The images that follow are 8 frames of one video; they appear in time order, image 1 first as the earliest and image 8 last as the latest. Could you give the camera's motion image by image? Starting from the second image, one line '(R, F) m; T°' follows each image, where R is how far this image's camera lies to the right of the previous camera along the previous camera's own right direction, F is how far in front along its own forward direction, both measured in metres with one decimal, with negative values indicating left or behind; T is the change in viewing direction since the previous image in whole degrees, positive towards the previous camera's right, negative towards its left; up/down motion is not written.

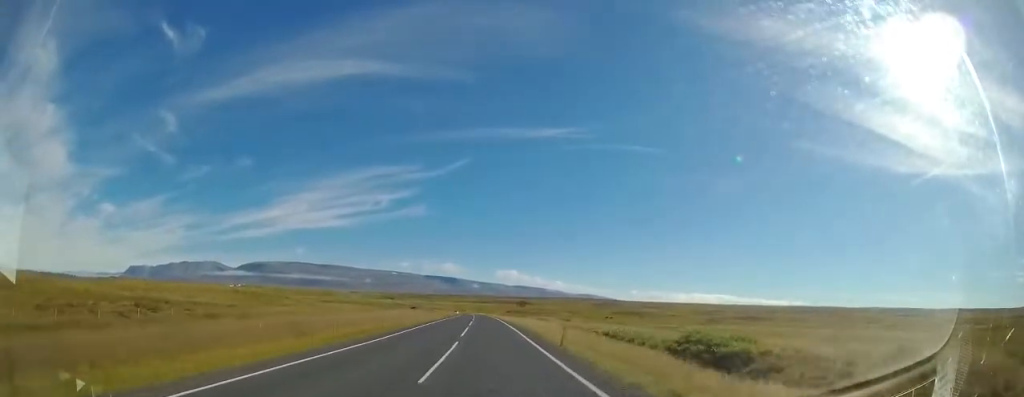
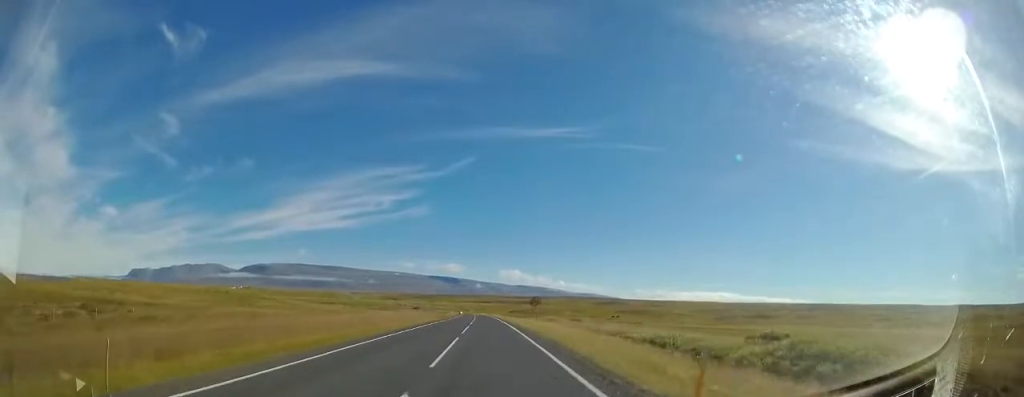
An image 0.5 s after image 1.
(0.0, +9.9) m; 0°
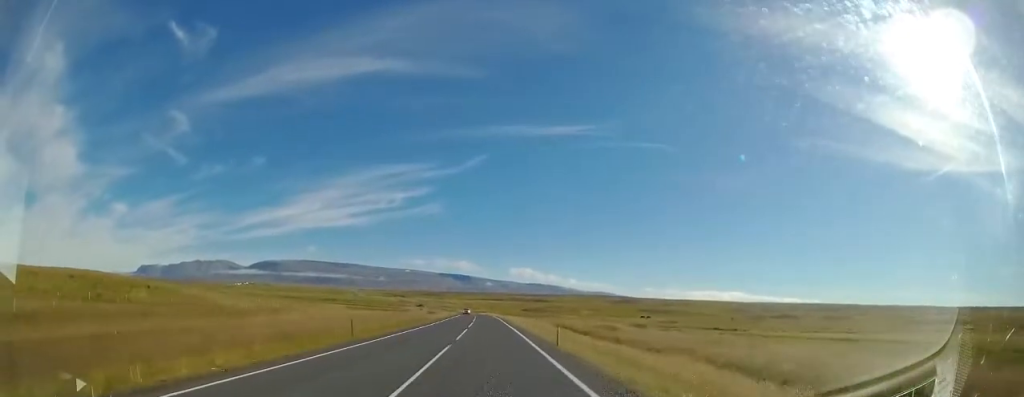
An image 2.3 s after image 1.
(+0.3, +38.7) m; +1°
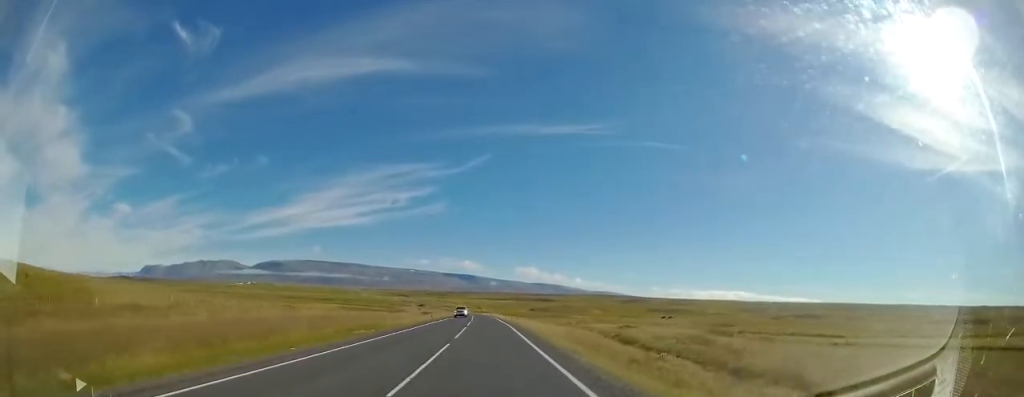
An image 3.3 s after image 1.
(0.0, +23.7) m; -1°
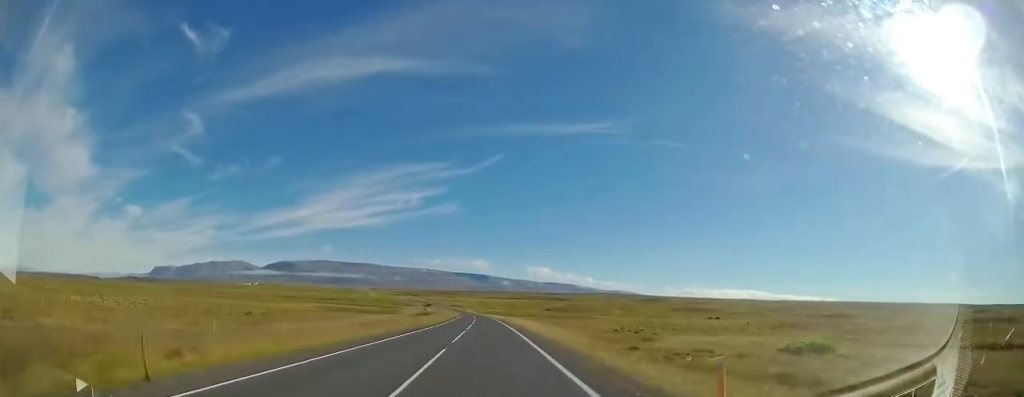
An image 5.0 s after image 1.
(-0.5, +37.7) m; -1°
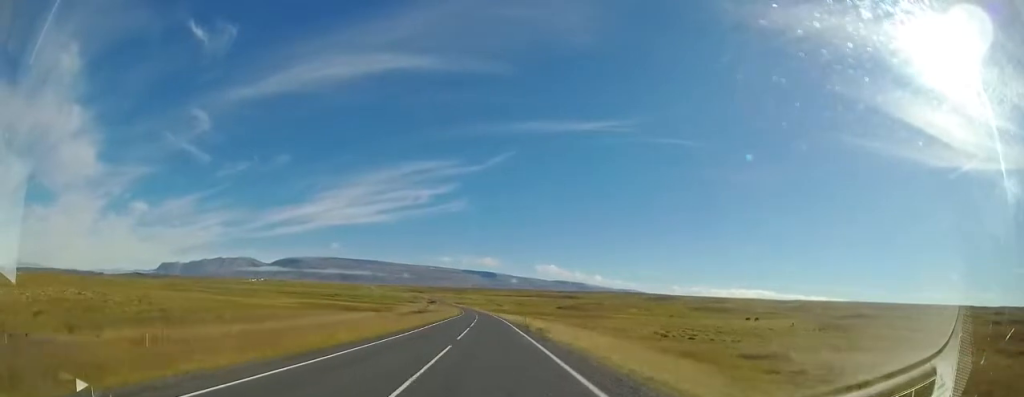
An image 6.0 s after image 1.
(-0.1, +23.4) m; -2°
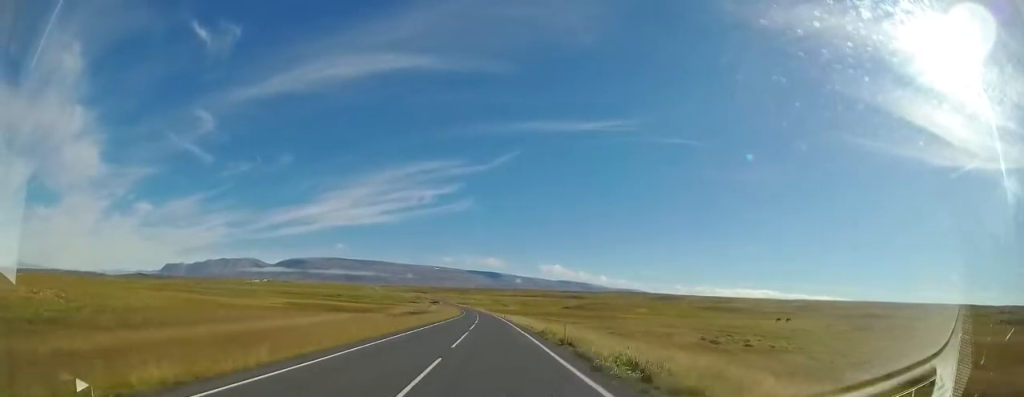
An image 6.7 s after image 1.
(-0.2, +15.9) m; -2°
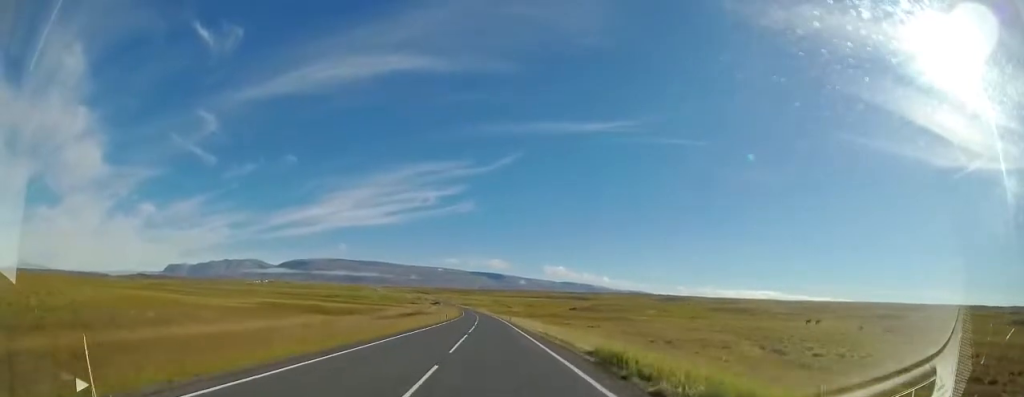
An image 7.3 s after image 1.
(-0.3, +13.6) m; 0°
